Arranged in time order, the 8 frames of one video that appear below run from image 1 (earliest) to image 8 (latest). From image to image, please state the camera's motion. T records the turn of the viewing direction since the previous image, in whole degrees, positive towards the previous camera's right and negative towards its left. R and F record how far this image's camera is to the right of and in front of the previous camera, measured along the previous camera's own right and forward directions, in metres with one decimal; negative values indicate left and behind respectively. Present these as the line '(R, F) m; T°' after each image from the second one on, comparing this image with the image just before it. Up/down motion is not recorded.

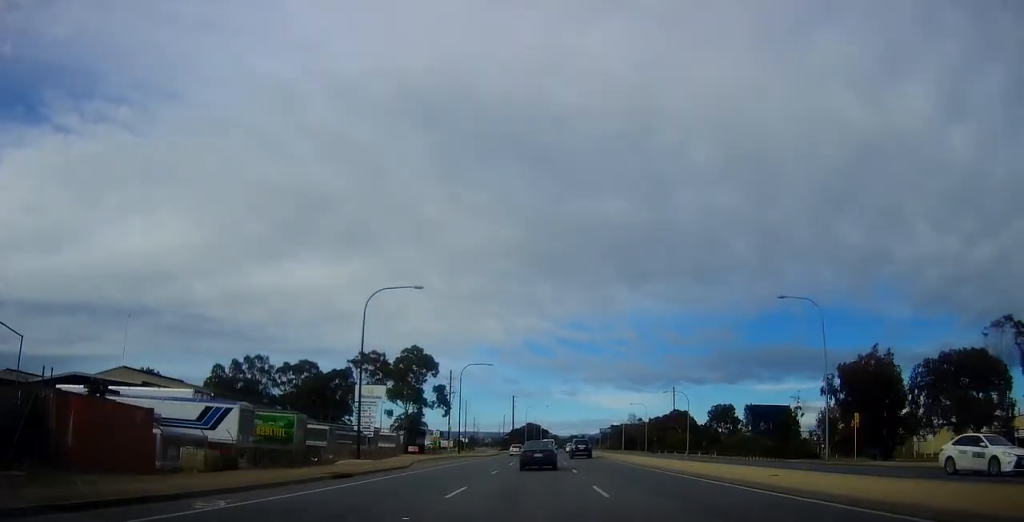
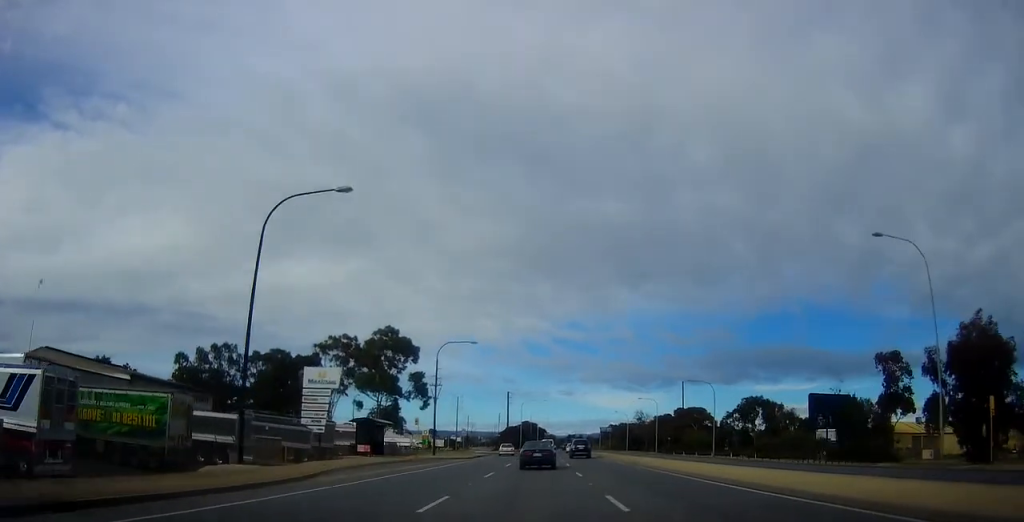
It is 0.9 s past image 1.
(-0.3, +14.9) m; 0°
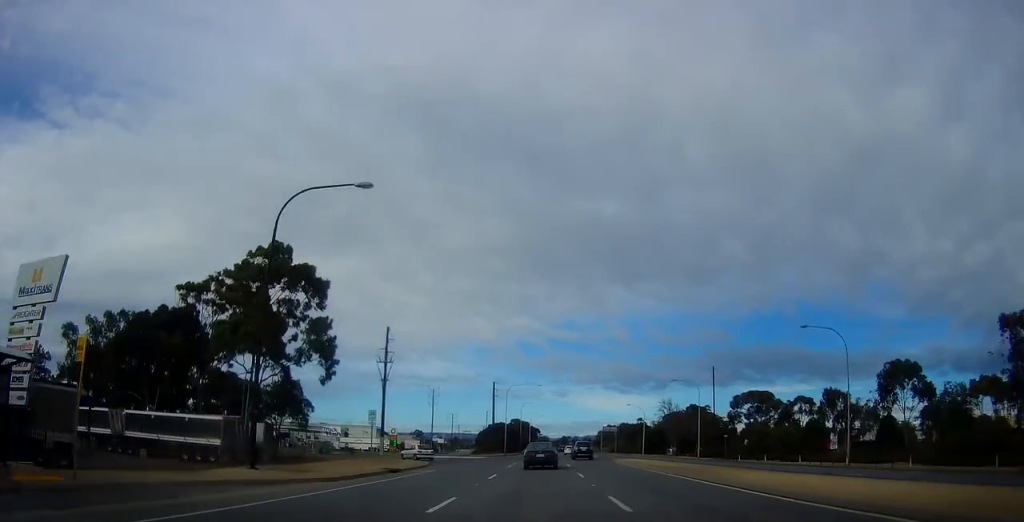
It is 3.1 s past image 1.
(+0.5, +35.1) m; +1°
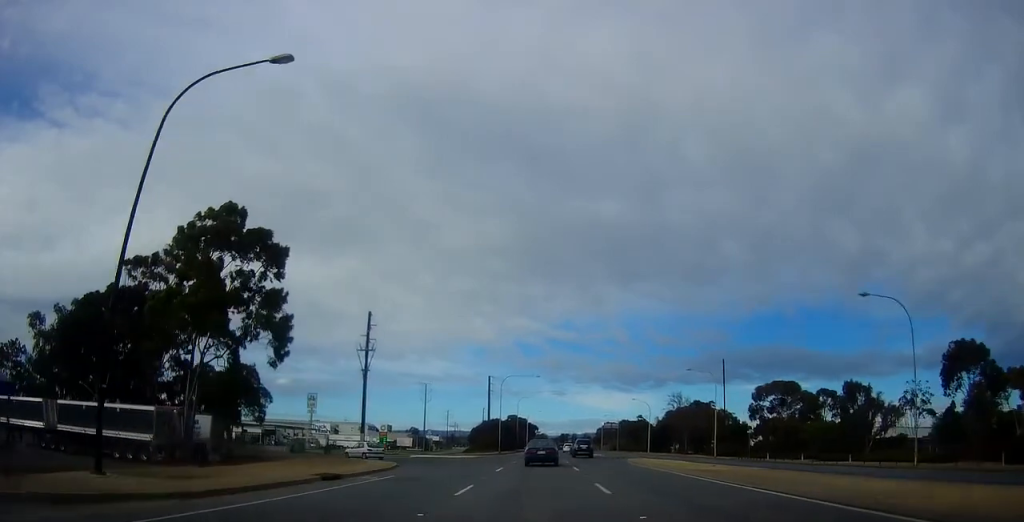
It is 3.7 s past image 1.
(-0.4, +8.5) m; +1°
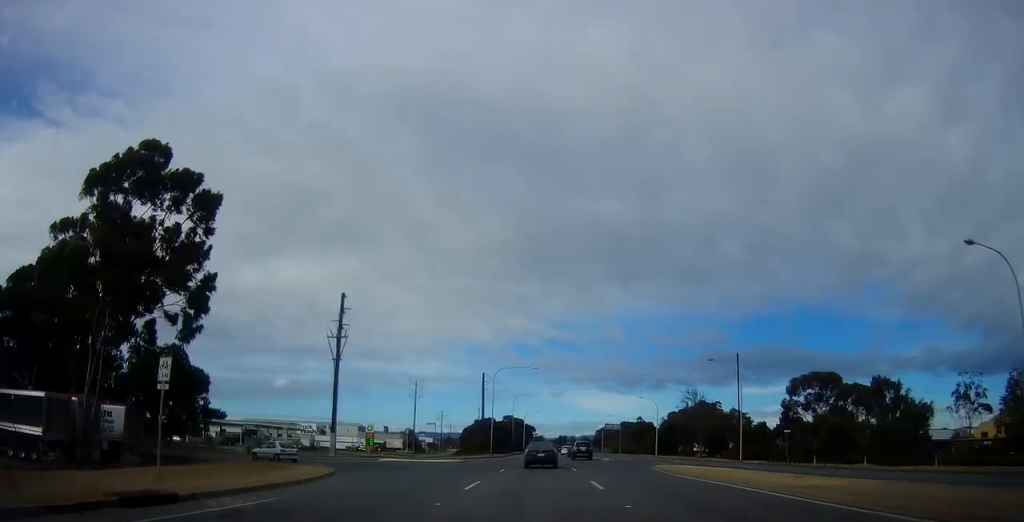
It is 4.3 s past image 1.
(+0.5, +10.2) m; 0°
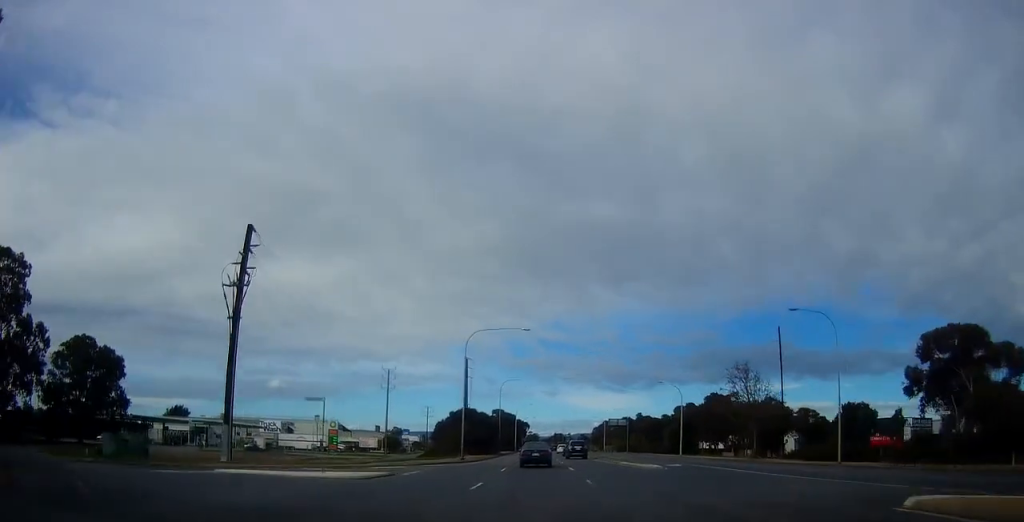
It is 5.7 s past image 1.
(-0.6, +22.3) m; 0°
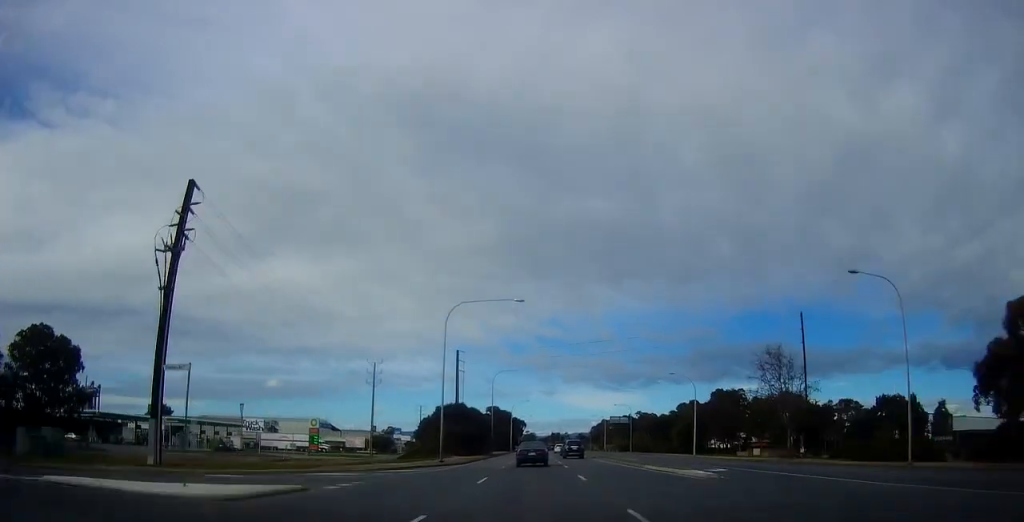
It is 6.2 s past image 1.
(+0.5, +9.3) m; 0°
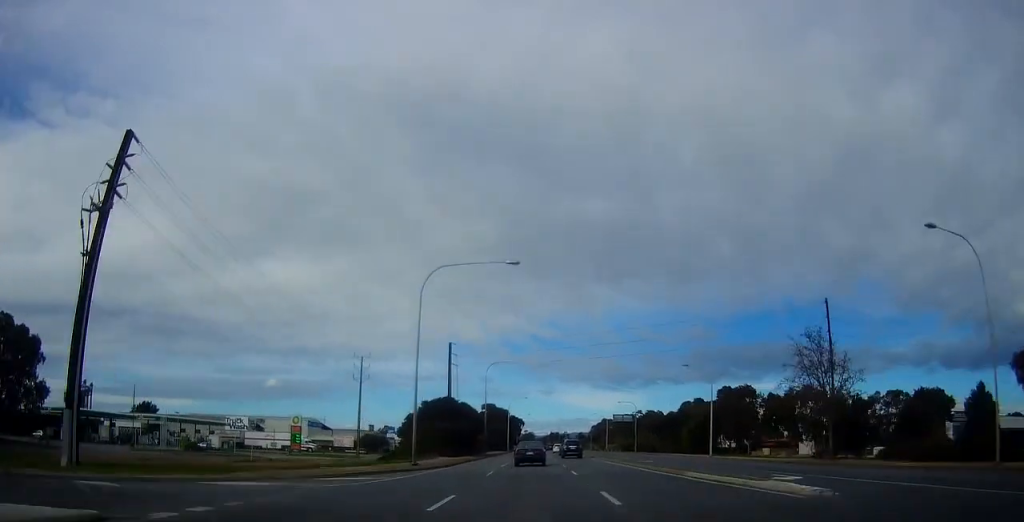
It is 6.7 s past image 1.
(+0.5, +8.2) m; 0°
